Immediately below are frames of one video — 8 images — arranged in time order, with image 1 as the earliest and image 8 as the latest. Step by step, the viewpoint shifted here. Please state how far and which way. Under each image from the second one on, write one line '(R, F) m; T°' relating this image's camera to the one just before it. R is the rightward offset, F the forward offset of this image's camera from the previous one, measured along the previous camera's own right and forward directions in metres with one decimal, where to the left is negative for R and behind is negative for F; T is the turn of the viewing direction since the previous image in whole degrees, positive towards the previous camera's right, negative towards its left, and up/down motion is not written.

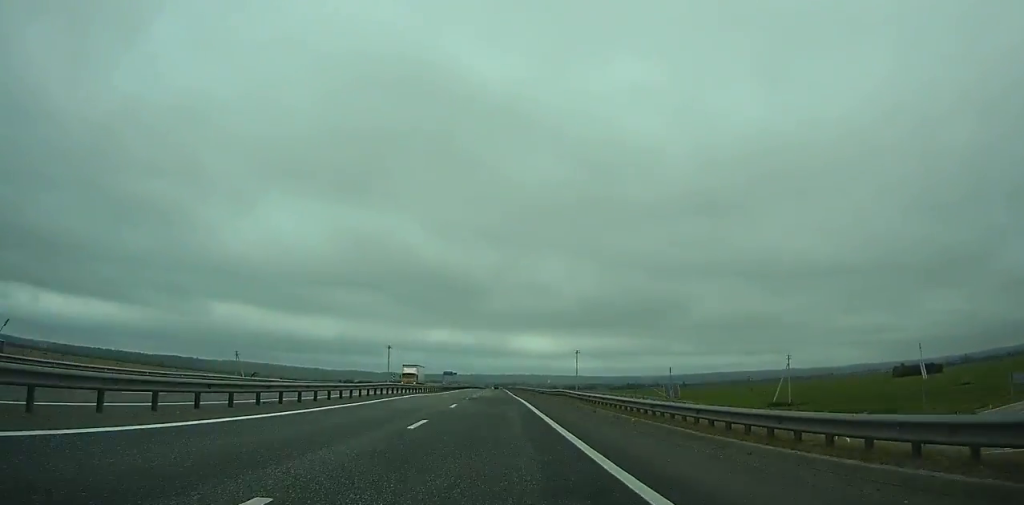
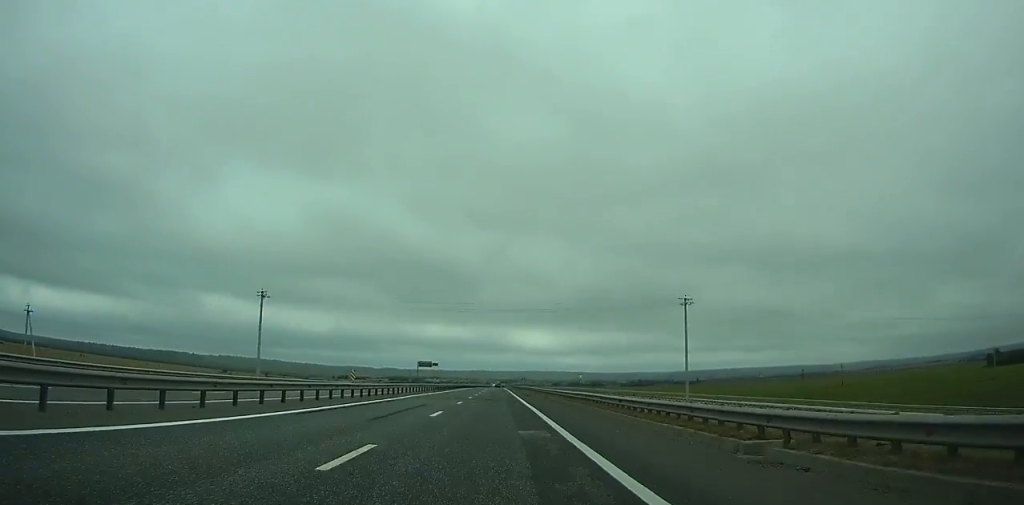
(-0.2, +91.2) m; 0°
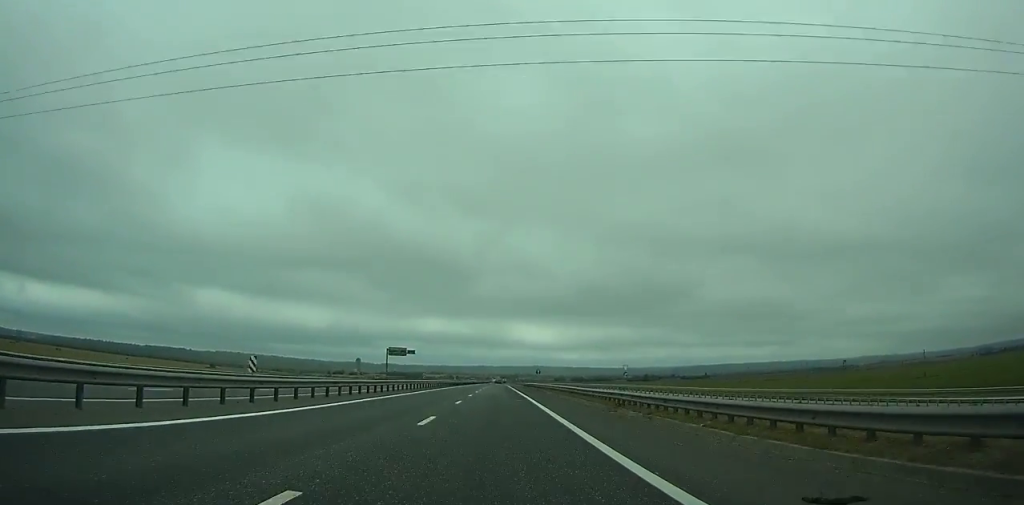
(-0.1, +53.7) m; 0°
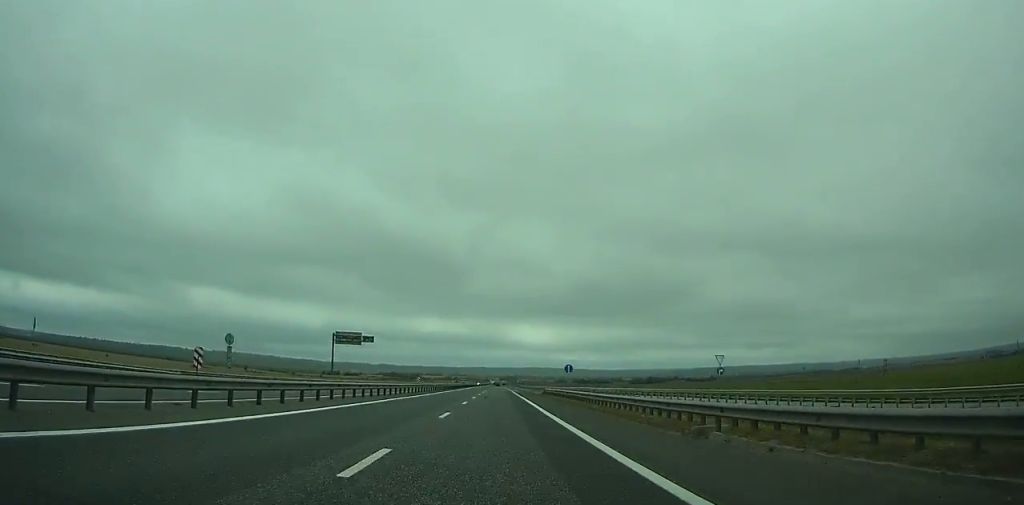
(-0.1, +43.8) m; 0°
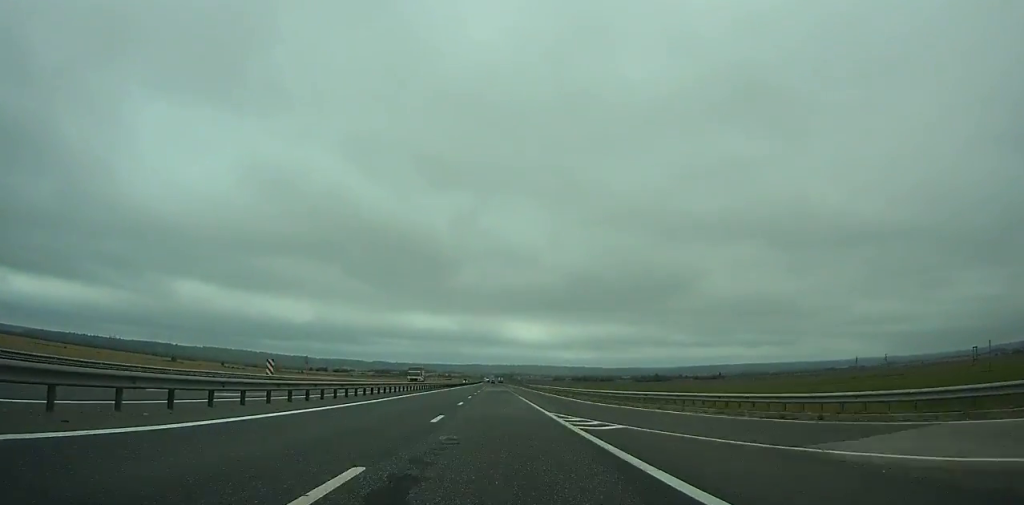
(+0.2, +75.2) m; 0°
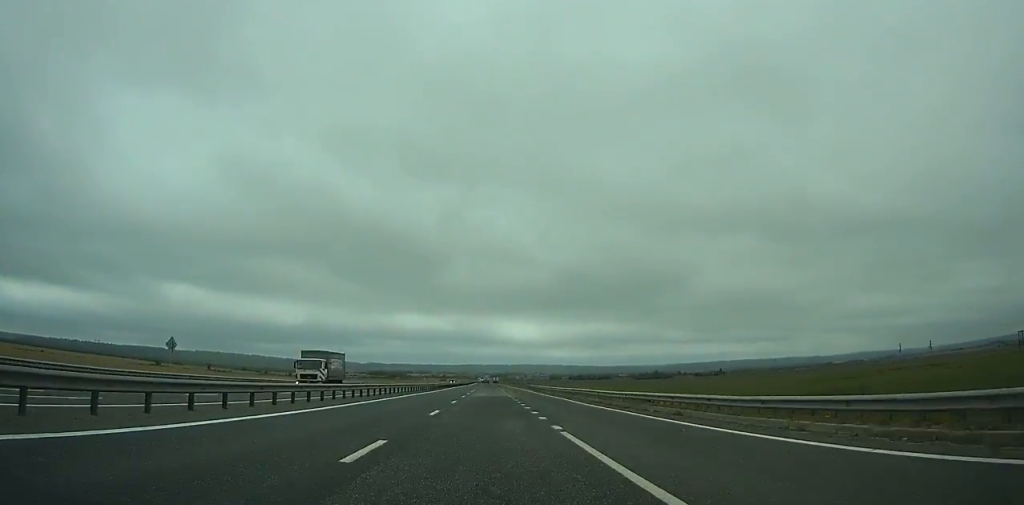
(0.0, +31.2) m; 0°
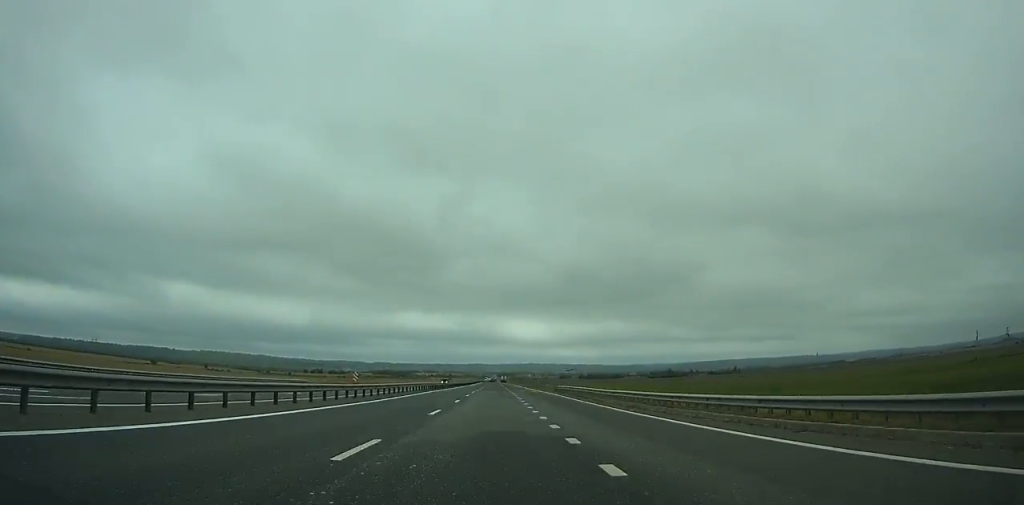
(+0.1, +36.5) m; 0°
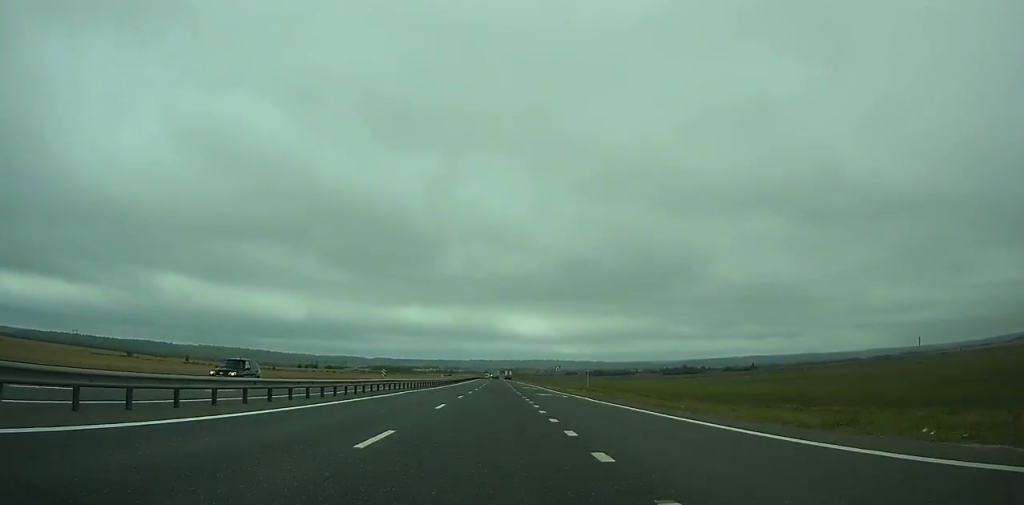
(0.0, +70.3) m; 0°
